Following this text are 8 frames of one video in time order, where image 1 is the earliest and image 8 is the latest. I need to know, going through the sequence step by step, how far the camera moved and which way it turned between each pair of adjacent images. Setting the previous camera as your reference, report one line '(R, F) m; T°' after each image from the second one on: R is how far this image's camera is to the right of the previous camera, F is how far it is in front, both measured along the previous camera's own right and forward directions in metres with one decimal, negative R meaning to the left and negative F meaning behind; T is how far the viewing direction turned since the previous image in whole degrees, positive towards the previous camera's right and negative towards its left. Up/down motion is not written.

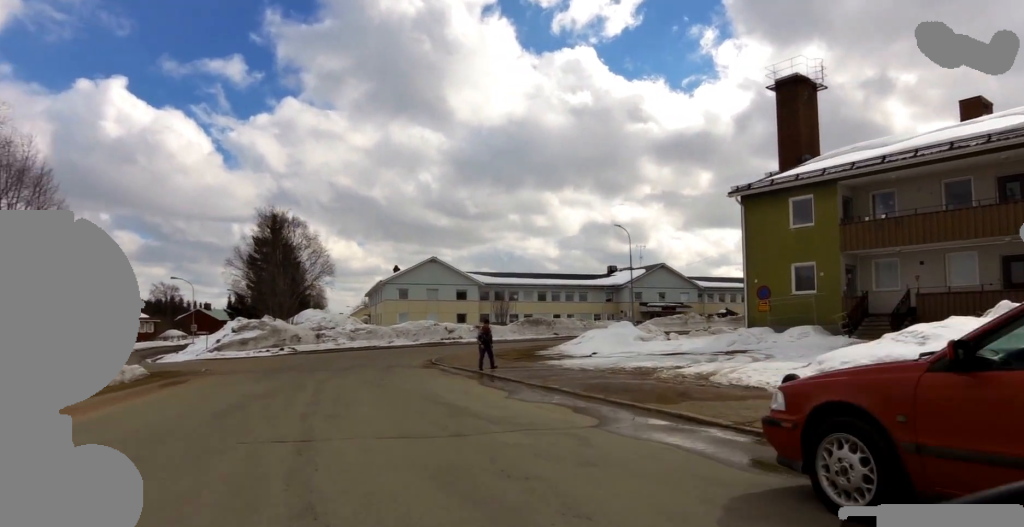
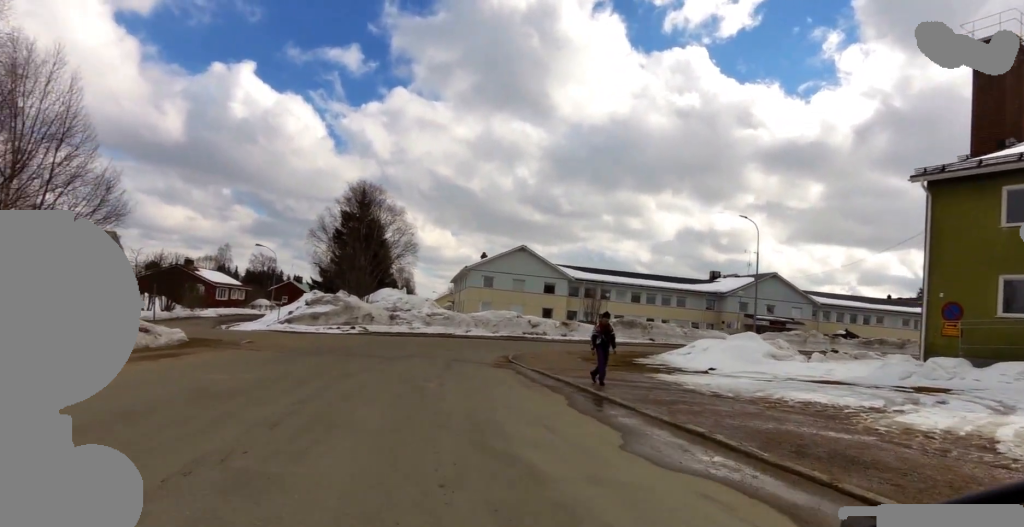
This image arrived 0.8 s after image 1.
(+1.1, +5.2) m; -3°
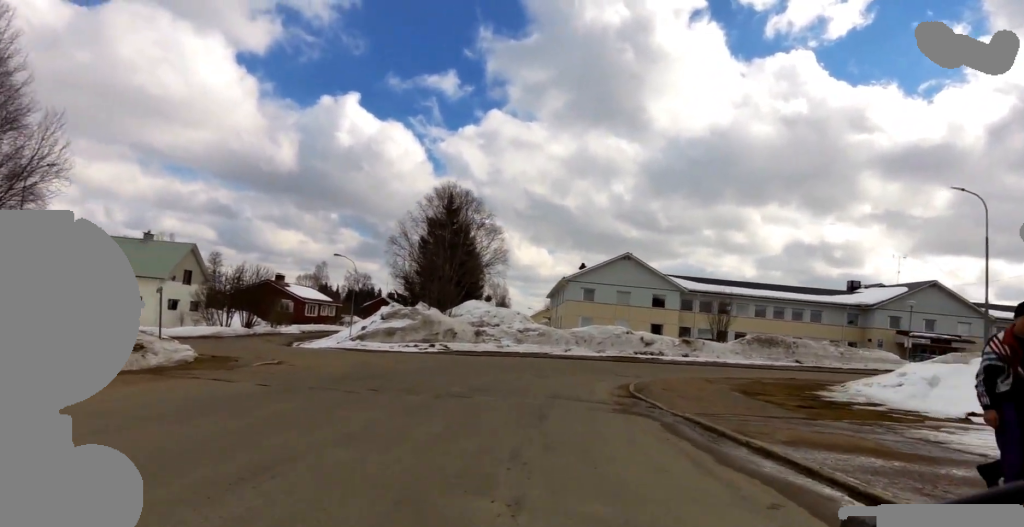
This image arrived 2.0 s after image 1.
(-1.7, +6.8) m; -14°
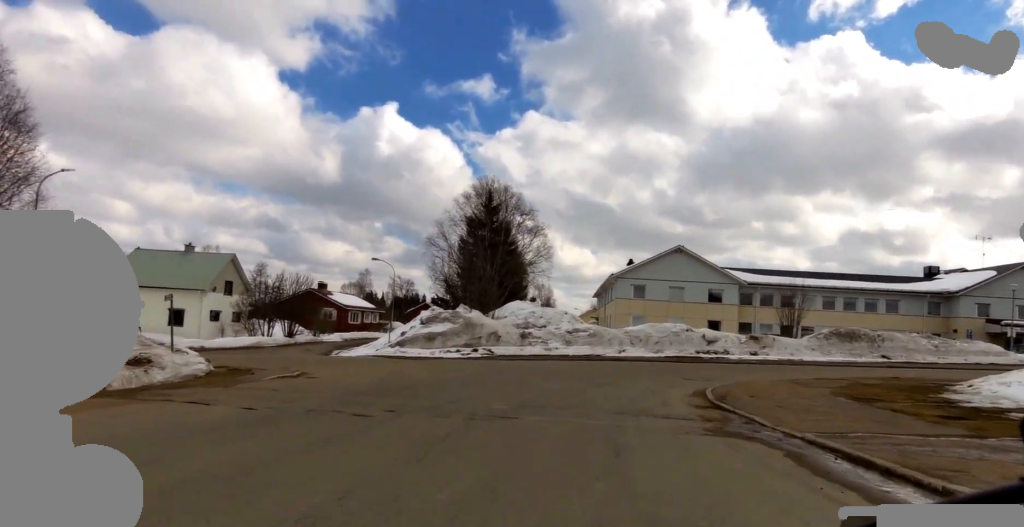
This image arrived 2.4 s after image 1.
(+0.1, +2.1) m; +4°
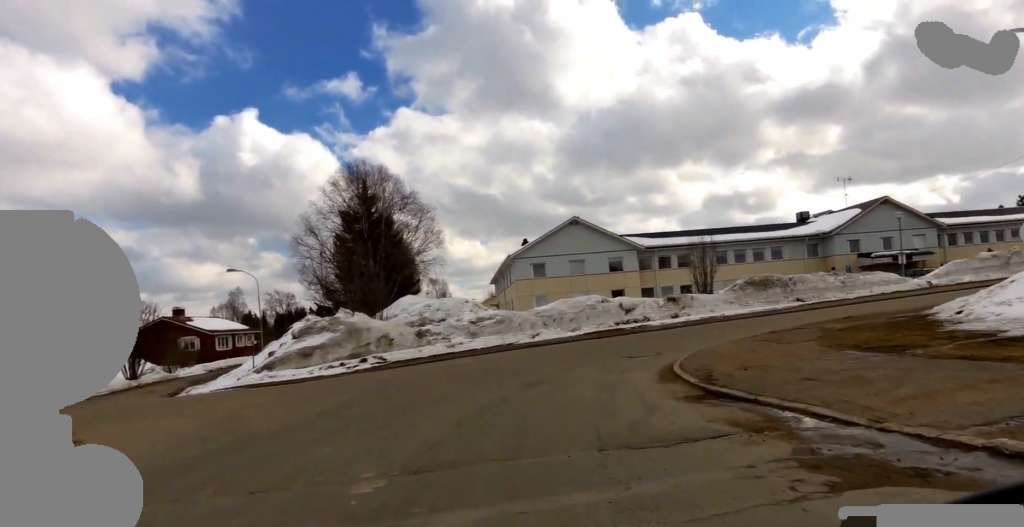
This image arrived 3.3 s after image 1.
(+0.3, +4.4) m; +2°
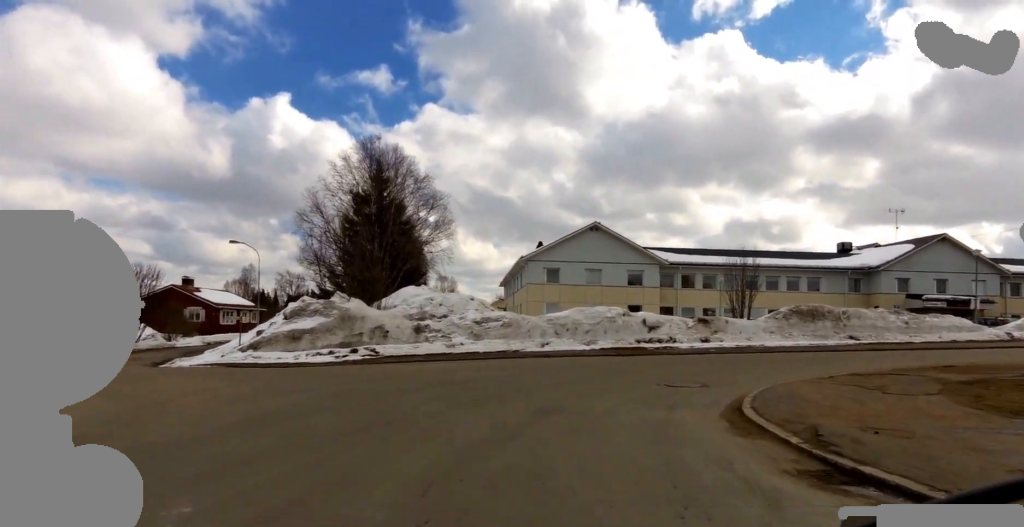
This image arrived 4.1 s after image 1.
(+0.2, +3.0) m; -8°
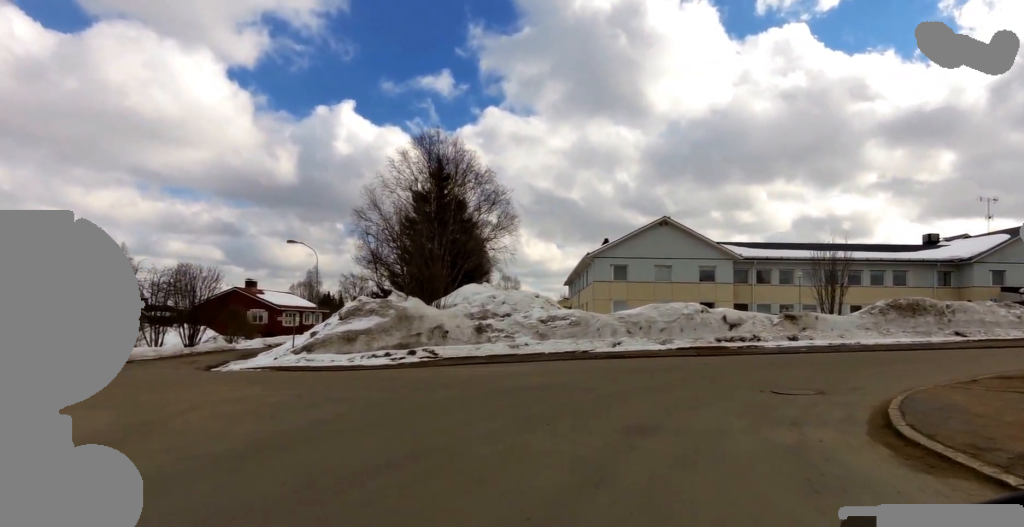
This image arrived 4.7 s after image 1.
(-0.5, +1.7) m; -11°
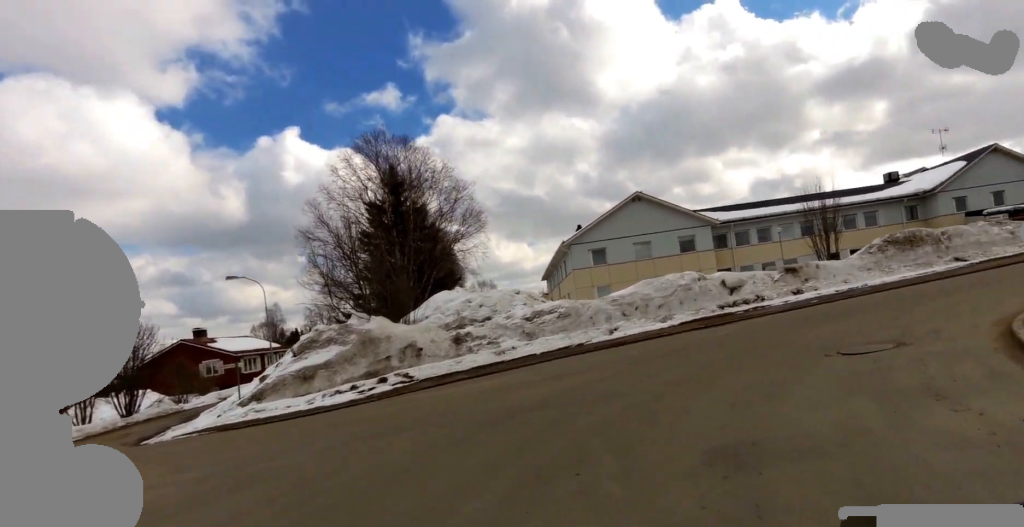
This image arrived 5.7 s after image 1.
(-0.2, +2.7) m; +12°
